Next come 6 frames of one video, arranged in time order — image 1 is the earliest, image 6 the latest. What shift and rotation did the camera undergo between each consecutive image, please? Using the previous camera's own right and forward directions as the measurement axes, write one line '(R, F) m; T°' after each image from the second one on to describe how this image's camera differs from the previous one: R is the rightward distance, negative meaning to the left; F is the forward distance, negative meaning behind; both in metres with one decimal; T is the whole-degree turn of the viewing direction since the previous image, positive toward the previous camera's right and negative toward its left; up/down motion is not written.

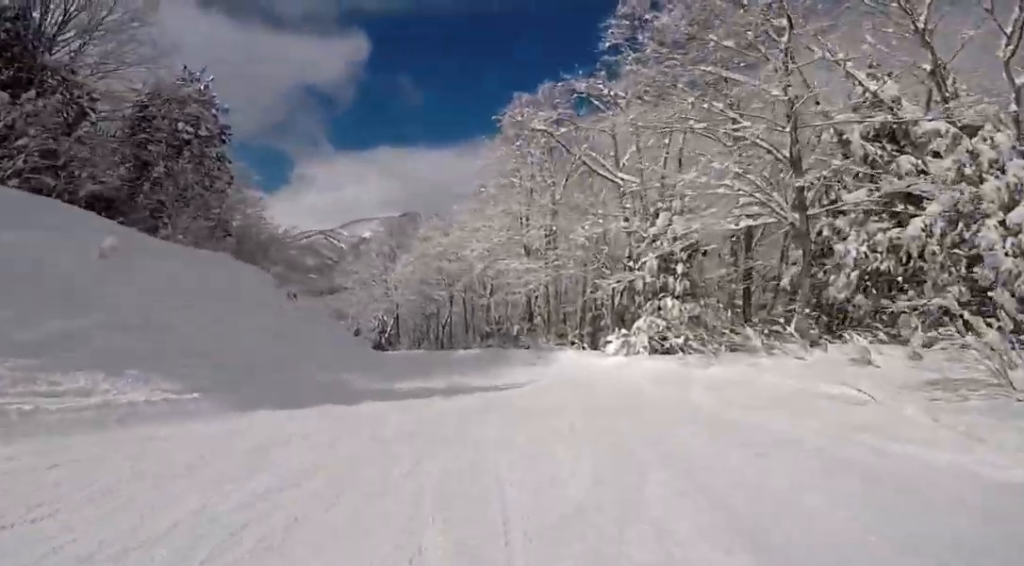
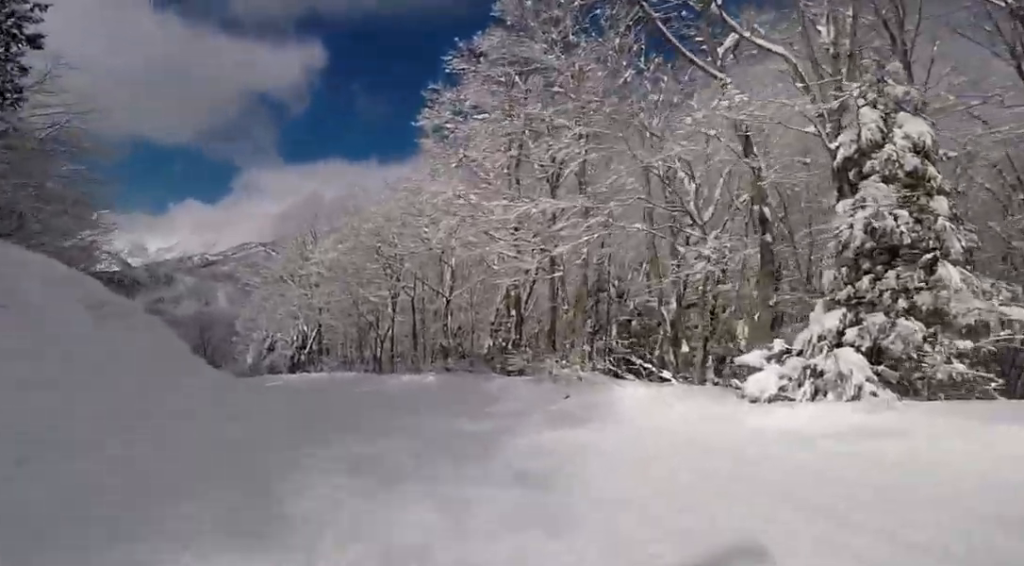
(-3.3, +12.6) m; -15°
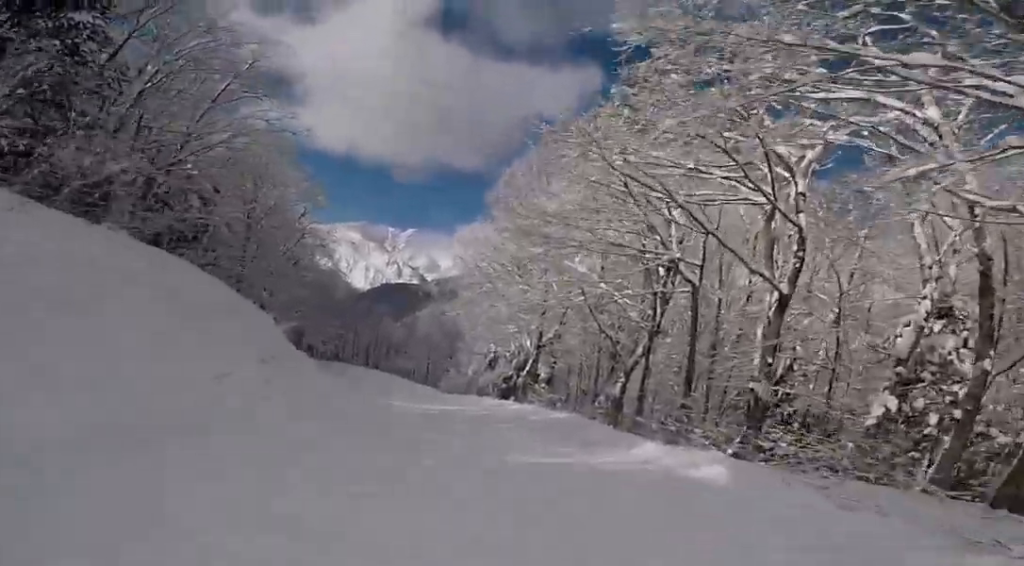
(0.0, +12.2) m; -6°
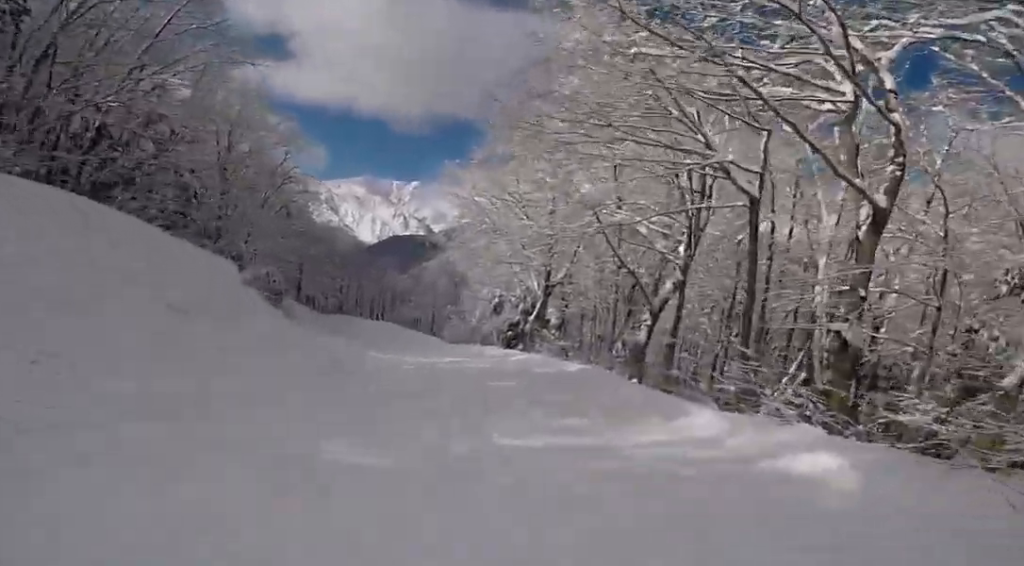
(+0.3, +3.3) m; -6°
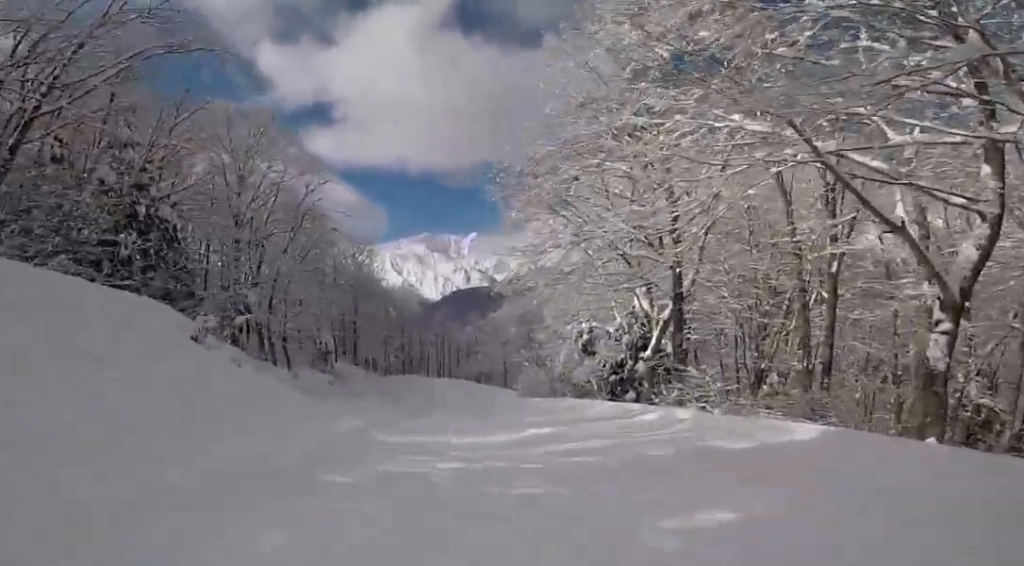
(-1.6, +7.4) m; -19°
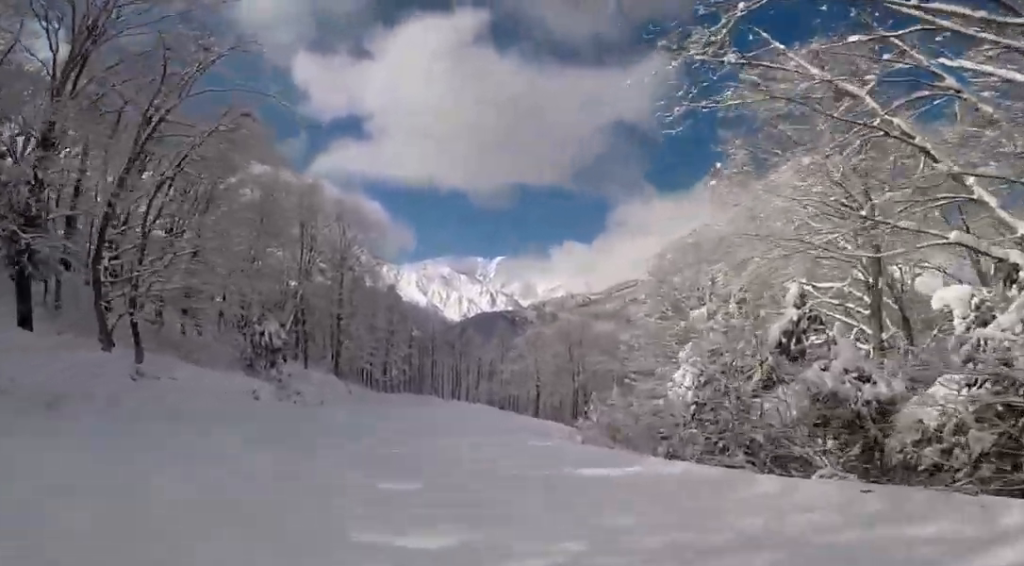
(-0.4, +17.6) m; -8°
